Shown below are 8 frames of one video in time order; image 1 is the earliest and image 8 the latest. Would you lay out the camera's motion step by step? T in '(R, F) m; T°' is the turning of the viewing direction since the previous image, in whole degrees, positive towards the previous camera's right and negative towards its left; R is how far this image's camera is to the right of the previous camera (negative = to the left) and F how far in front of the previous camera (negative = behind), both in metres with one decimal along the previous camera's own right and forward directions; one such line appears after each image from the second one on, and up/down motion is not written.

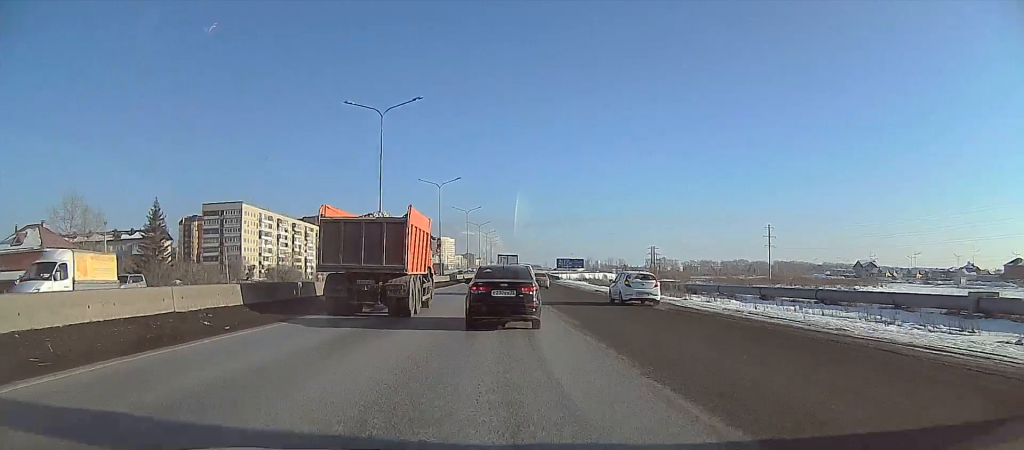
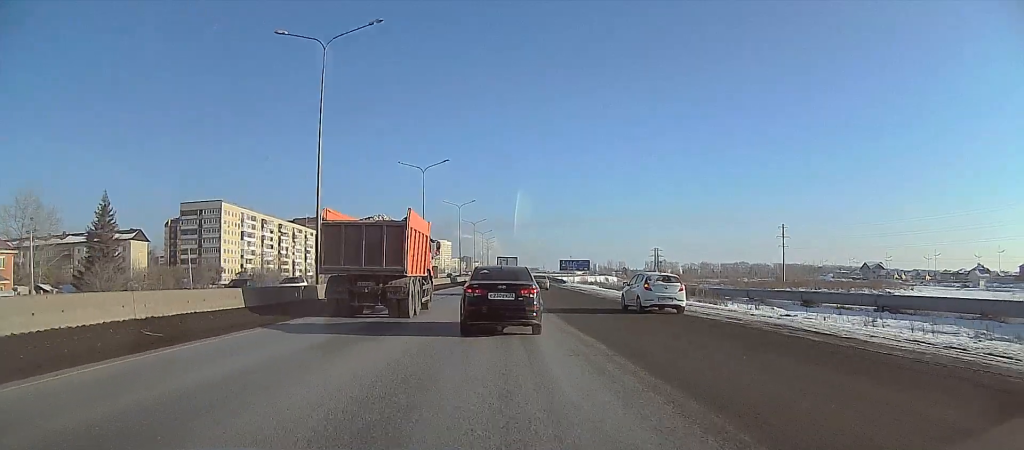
(-0.1, +13.6) m; 0°
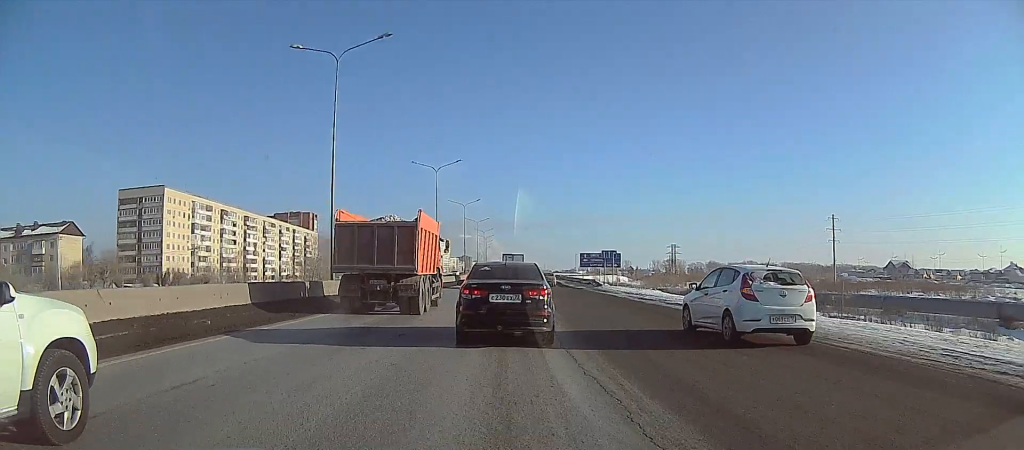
(+2.4, +33.5) m; +5°
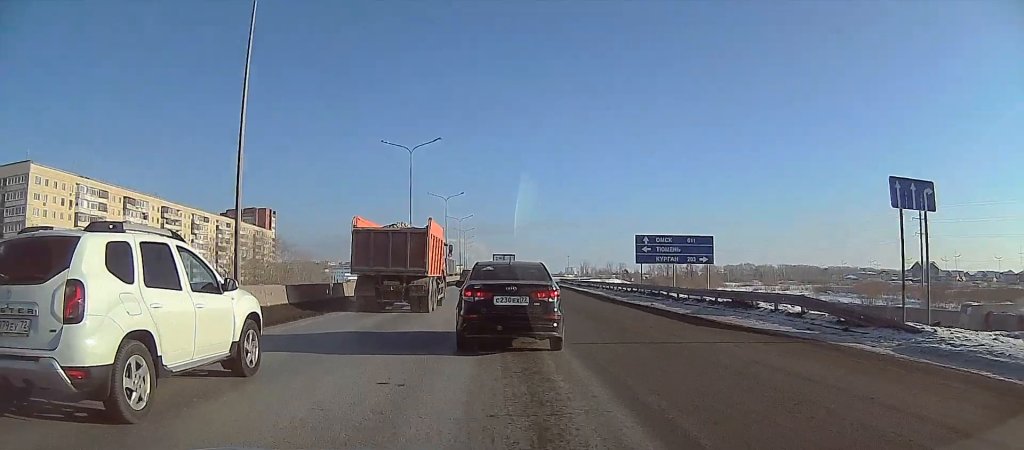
(-2.3, +46.9) m; -3°
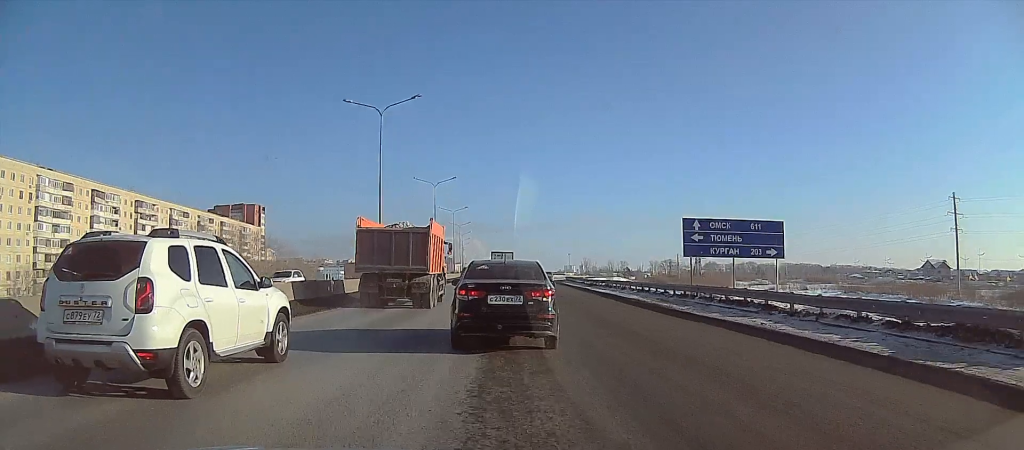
(0.0, +13.1) m; 0°
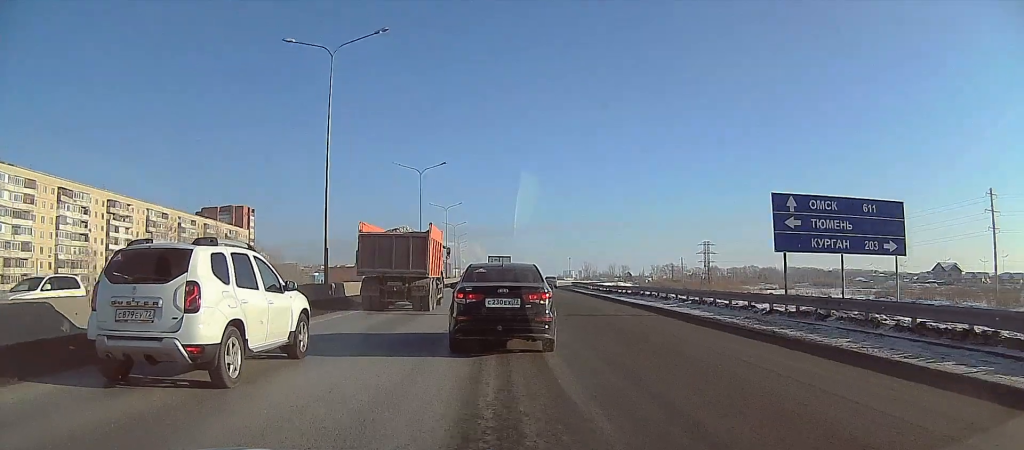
(0.0, +12.4) m; 0°
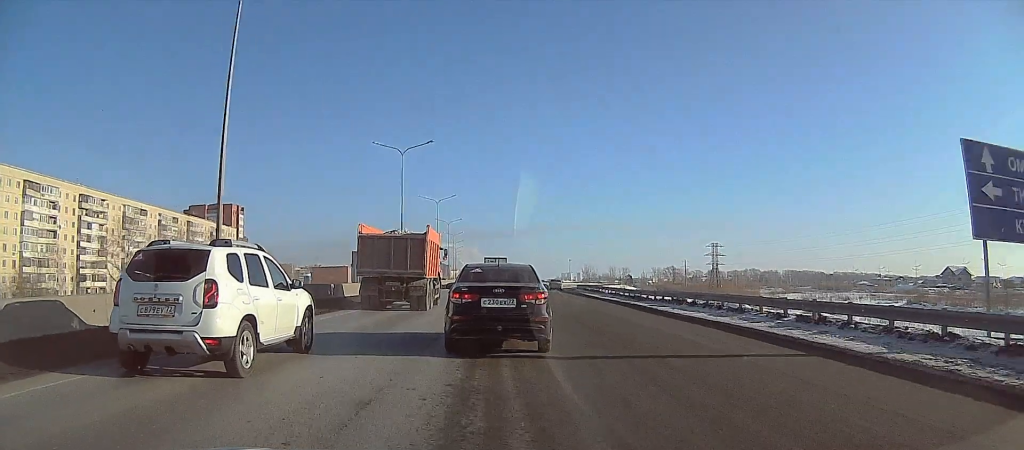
(0.0, +11.1) m; 0°
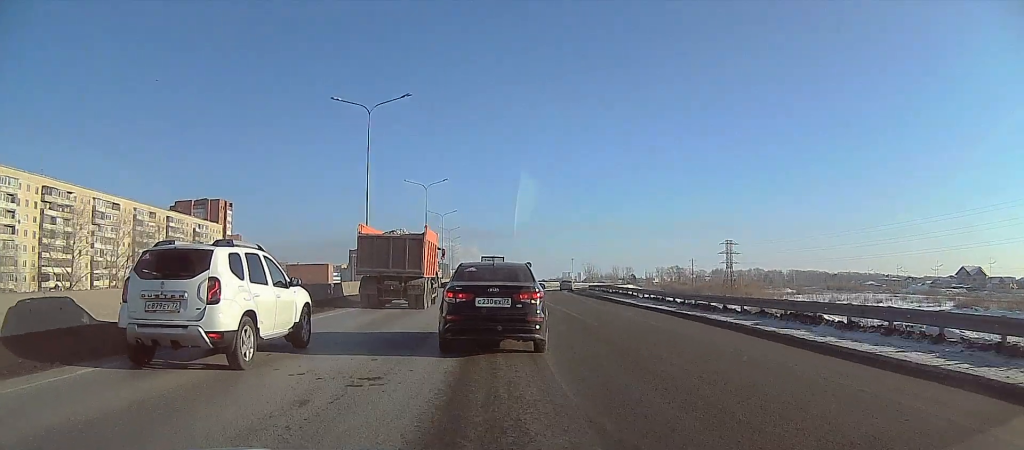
(0.0, +13.7) m; 0°
